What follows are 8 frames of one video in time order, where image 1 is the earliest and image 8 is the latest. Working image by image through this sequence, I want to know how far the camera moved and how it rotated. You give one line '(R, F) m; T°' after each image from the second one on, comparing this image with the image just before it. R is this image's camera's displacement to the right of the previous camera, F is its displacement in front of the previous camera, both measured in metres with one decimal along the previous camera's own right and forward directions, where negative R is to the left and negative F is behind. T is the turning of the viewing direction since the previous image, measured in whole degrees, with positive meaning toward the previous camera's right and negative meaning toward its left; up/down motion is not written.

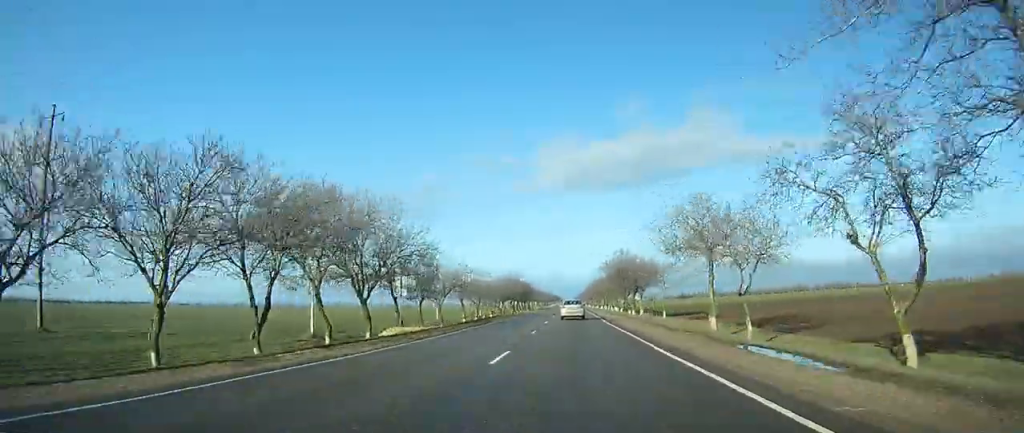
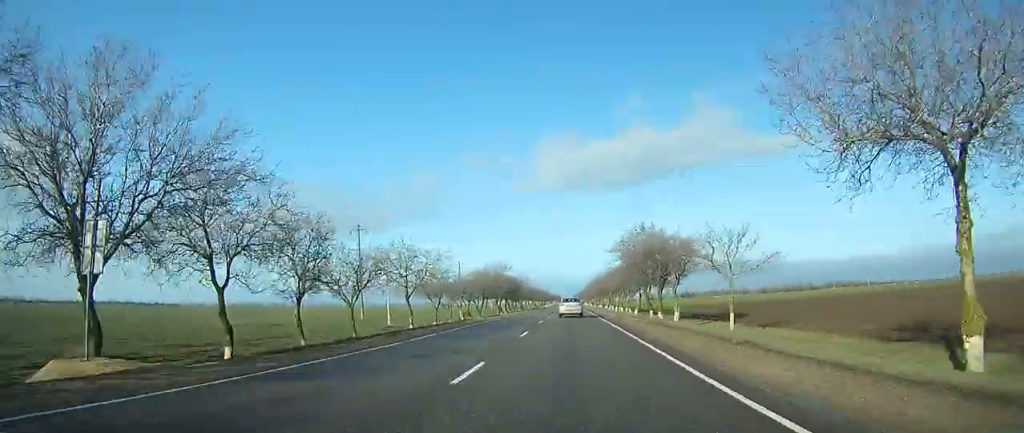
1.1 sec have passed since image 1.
(-0.1, +27.4) m; 0°
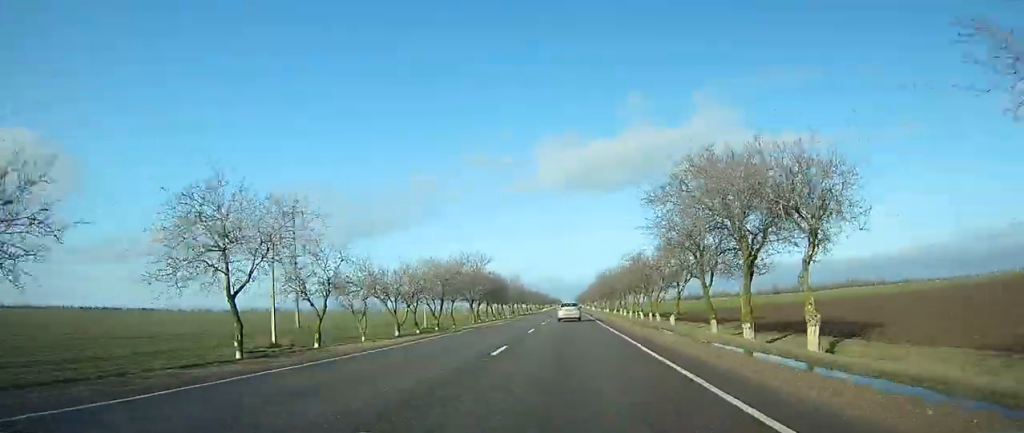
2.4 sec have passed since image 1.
(0.0, +30.5) m; 0°
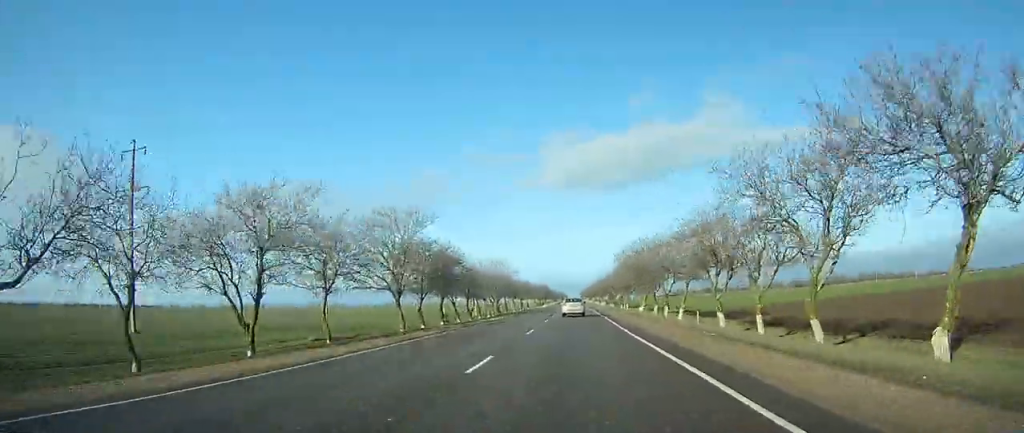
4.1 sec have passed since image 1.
(0.0, +40.0) m; 0°
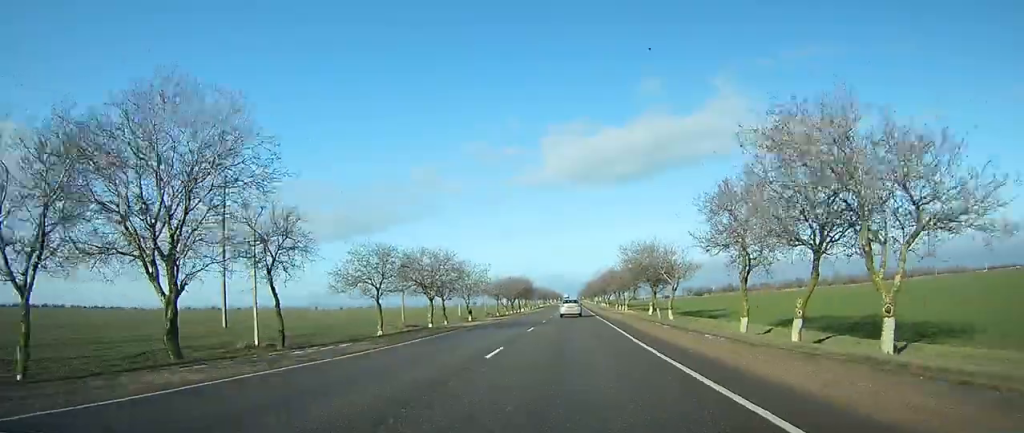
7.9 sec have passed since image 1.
(0.0, +91.9) m; +1°
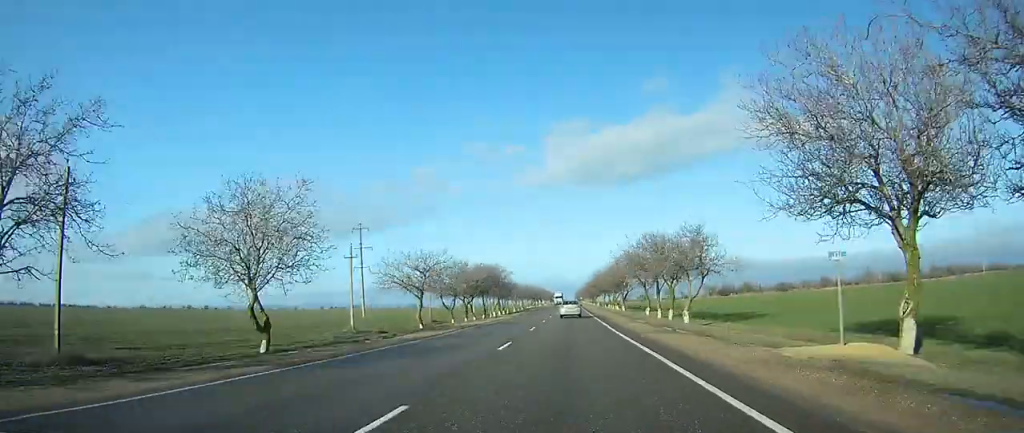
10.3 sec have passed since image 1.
(+1.7, +54.7) m; +3°
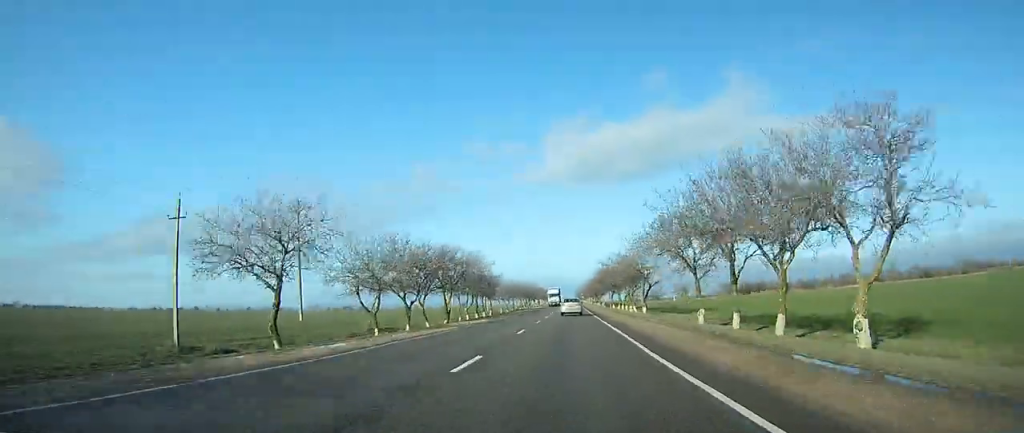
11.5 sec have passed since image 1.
(+1.6, +28.0) m; -3°
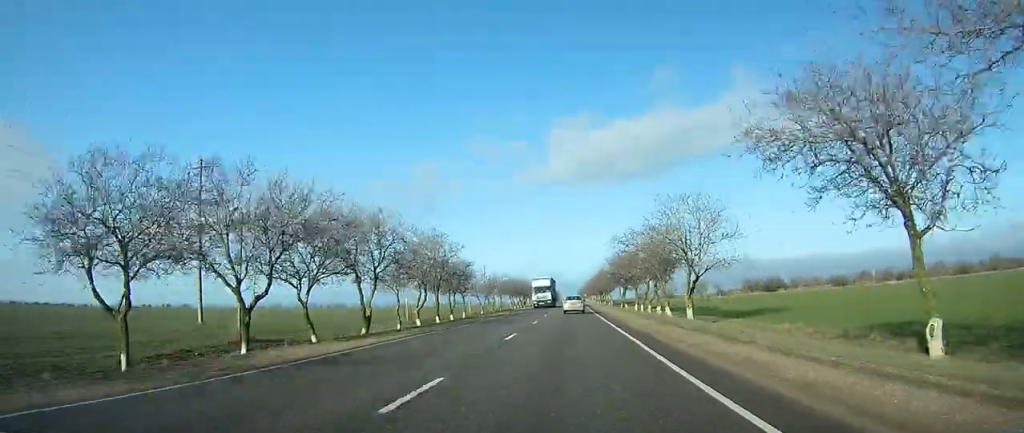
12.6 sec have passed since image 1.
(-1.2, +27.7) m; -3°
